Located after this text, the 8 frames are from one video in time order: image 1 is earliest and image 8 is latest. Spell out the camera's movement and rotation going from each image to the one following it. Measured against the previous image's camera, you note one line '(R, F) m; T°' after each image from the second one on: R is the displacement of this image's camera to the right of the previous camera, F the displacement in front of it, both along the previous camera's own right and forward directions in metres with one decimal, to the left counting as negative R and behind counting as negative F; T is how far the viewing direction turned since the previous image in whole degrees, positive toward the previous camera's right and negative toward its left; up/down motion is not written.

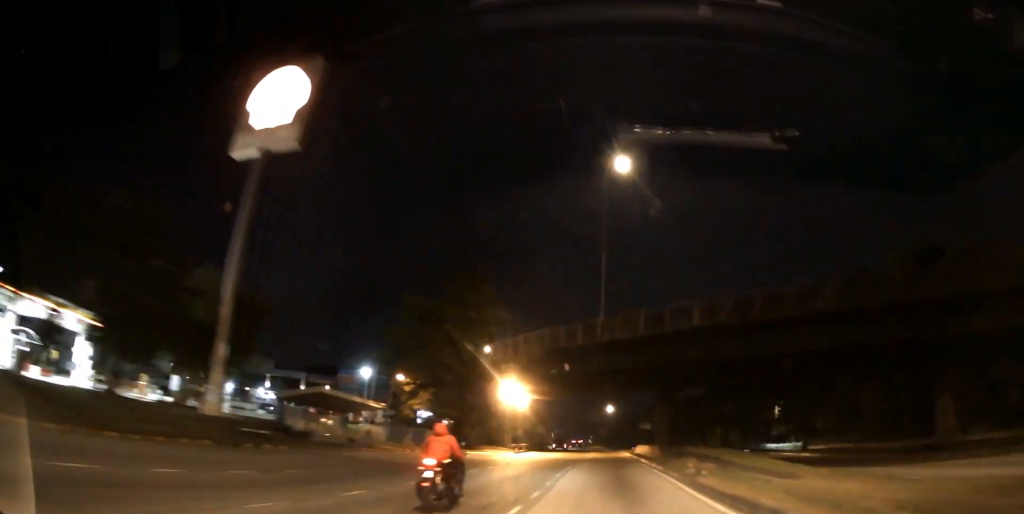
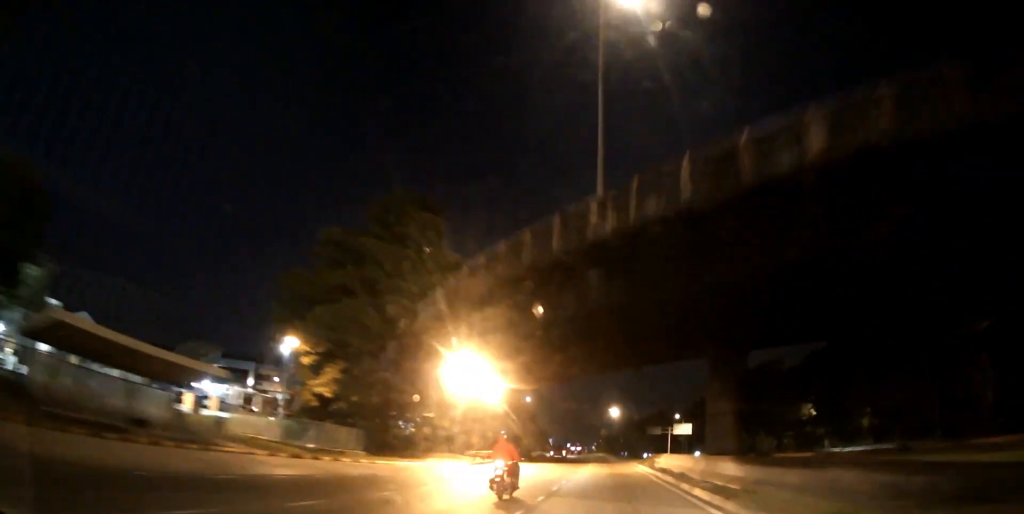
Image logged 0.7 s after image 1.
(-0.1, +18.7) m; 0°
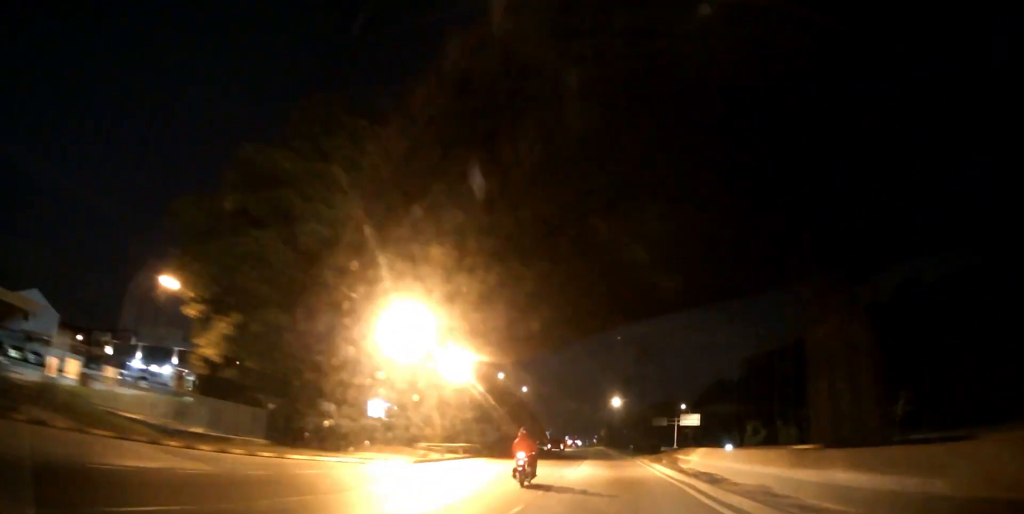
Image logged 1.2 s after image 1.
(0.0, +11.9) m; 0°
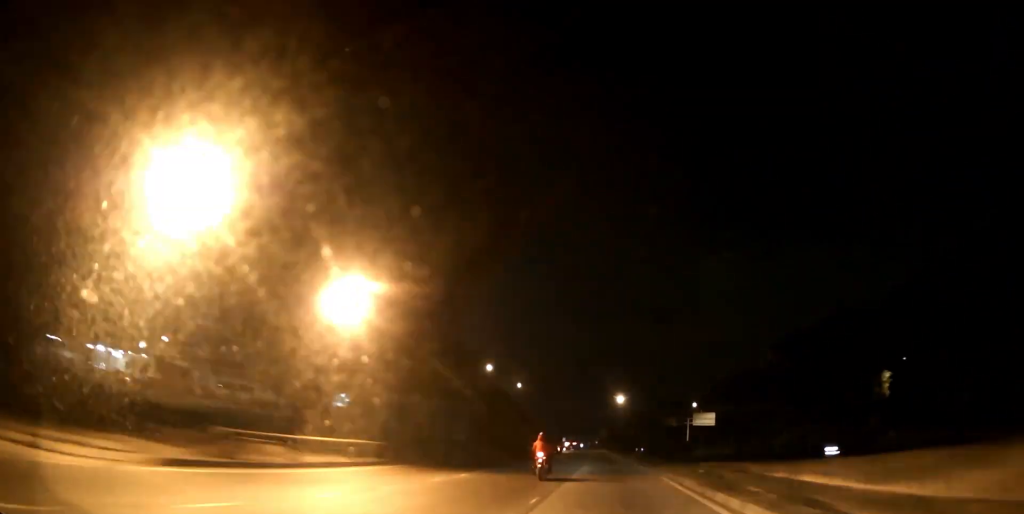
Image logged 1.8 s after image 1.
(0.0, +16.1) m; 0°
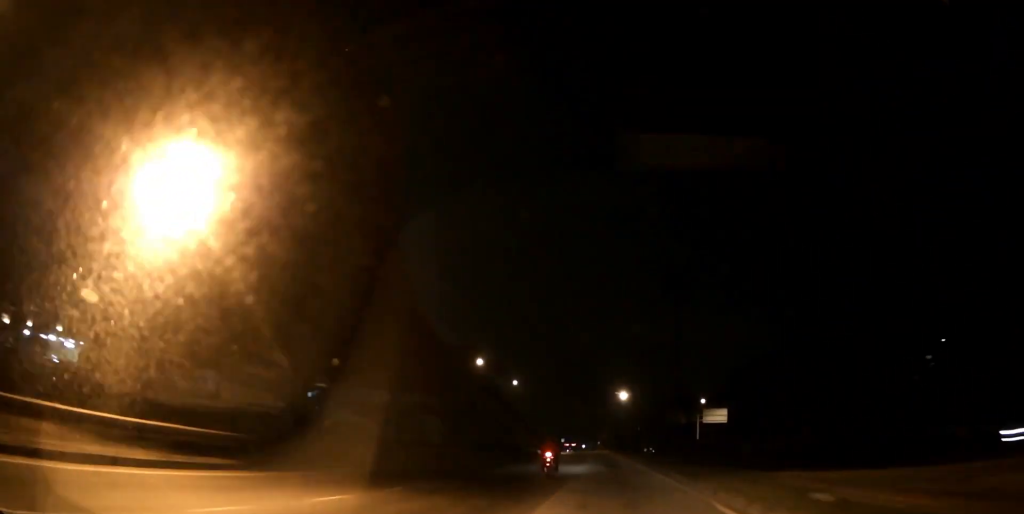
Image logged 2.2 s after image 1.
(+0.1, +10.2) m; 0°
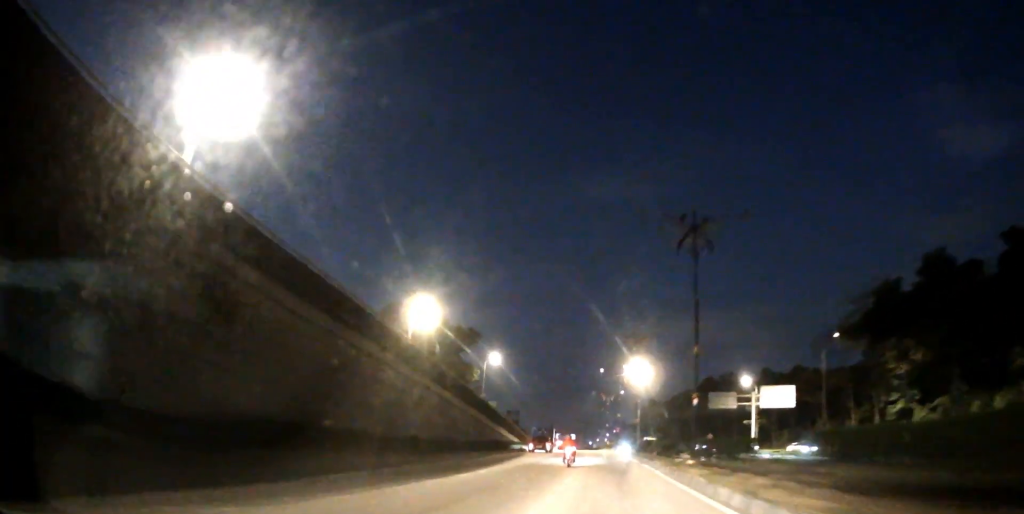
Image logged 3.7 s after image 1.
(-0.5, +36.6) m; -1°
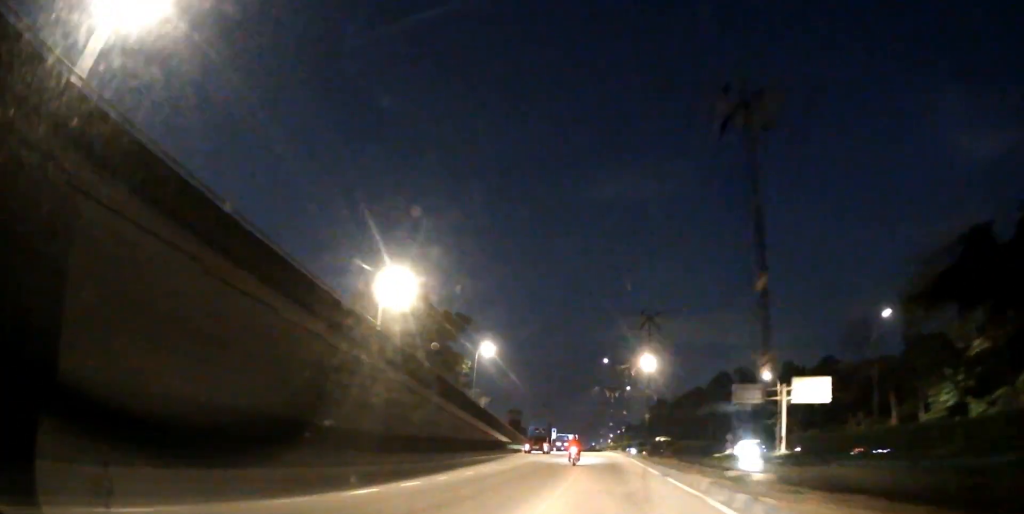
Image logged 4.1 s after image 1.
(0.0, +11.6) m; 0°
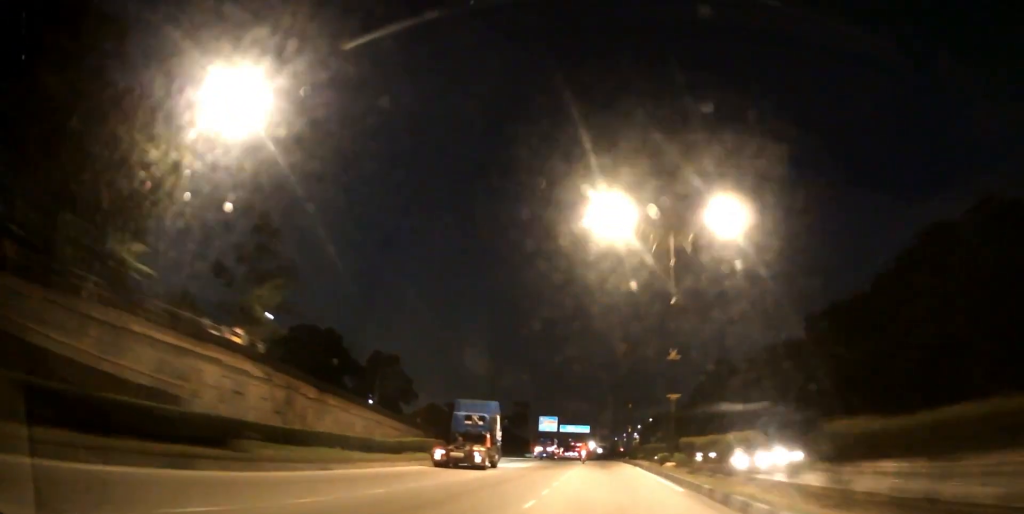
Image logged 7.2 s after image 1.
(-0.8, +80.1) m; -2°
